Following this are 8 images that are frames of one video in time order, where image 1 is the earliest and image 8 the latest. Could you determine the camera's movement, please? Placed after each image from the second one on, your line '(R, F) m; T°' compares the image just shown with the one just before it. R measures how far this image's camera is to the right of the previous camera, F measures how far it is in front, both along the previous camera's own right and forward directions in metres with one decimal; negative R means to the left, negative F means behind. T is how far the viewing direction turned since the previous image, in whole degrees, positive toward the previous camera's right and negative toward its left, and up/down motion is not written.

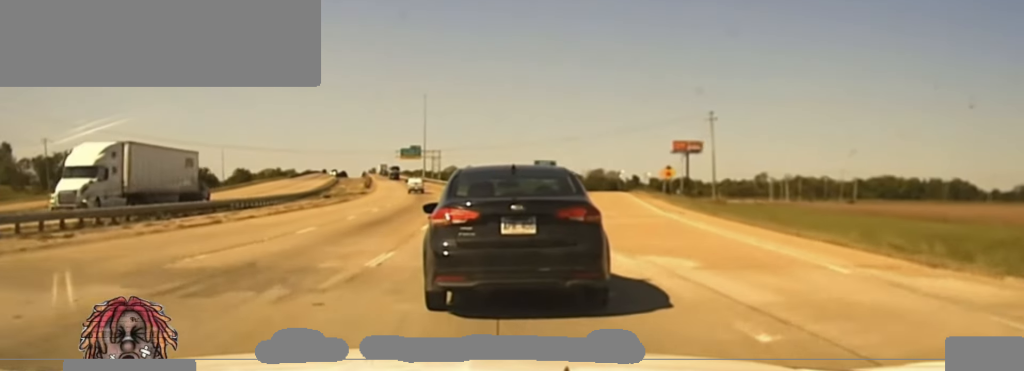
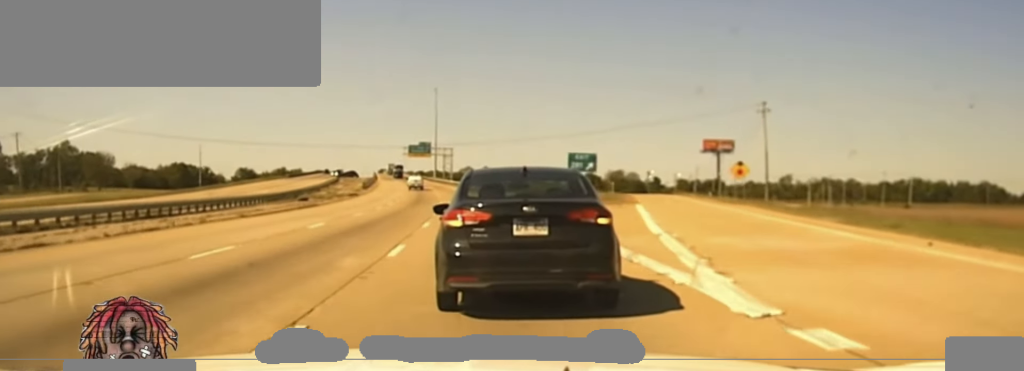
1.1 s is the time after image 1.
(-0.2, +25.8) m; -1°
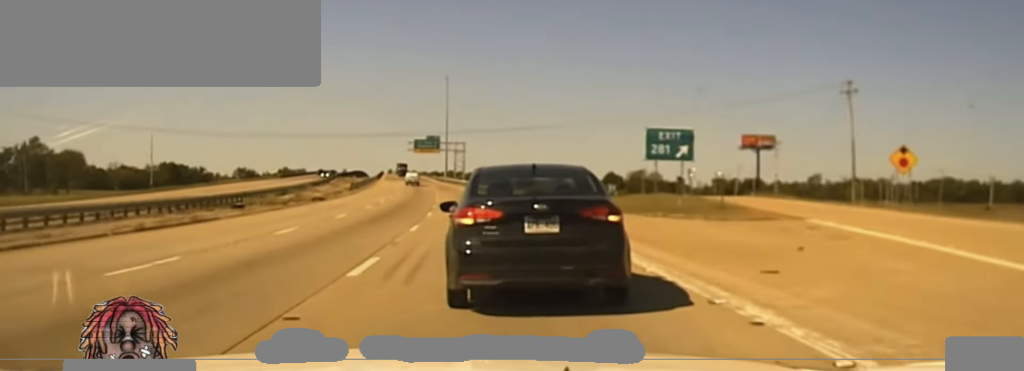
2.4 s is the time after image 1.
(0.0, +30.8) m; 0°
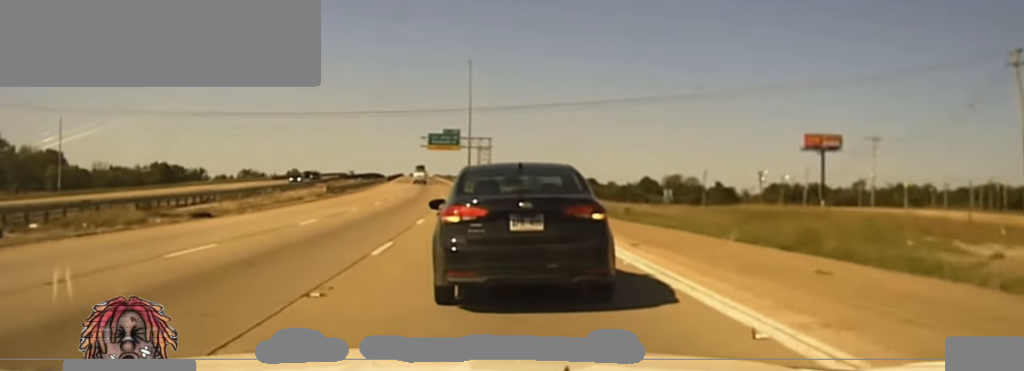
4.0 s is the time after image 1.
(0.0, +33.0) m; -1°
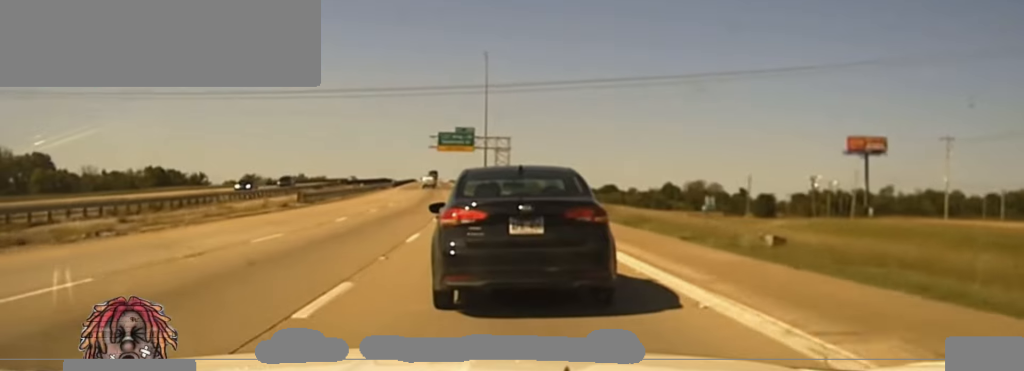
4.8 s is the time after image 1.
(-0.1, +17.6) m; -2°
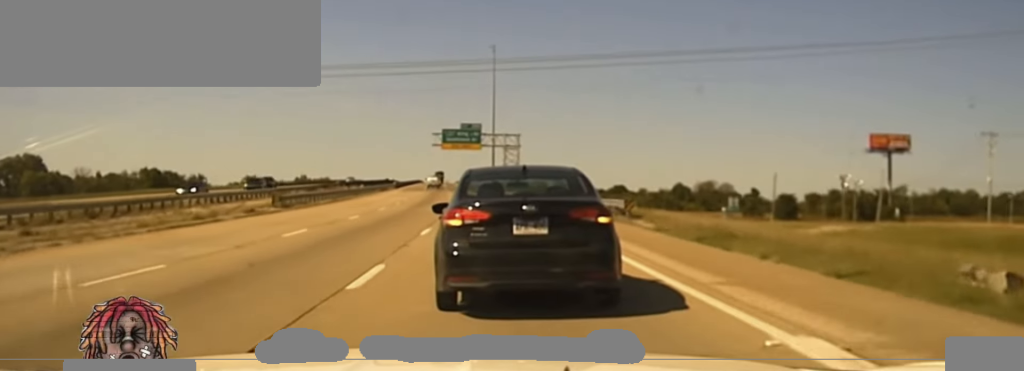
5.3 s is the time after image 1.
(-0.3, +8.9) m; -1°
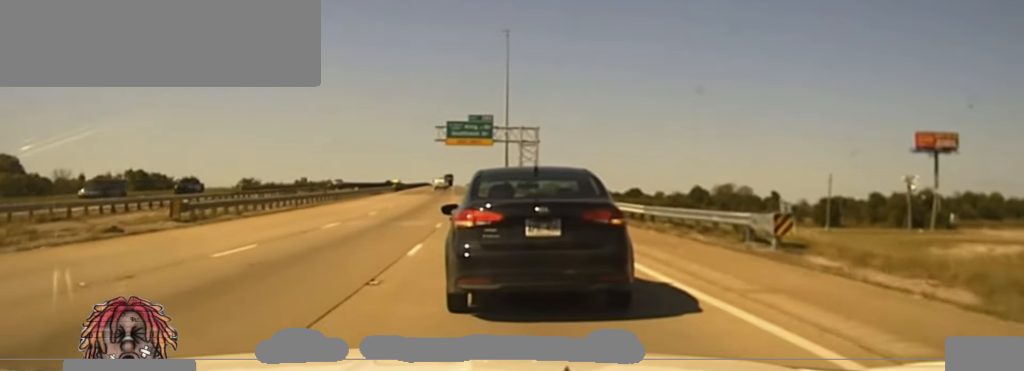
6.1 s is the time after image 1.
(-0.4, +17.4) m; -1°
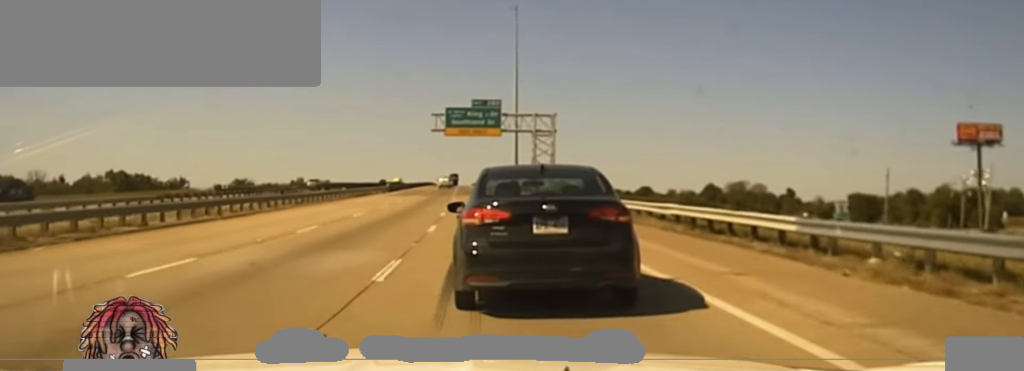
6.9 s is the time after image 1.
(-0.1, +16.2) m; 0°
